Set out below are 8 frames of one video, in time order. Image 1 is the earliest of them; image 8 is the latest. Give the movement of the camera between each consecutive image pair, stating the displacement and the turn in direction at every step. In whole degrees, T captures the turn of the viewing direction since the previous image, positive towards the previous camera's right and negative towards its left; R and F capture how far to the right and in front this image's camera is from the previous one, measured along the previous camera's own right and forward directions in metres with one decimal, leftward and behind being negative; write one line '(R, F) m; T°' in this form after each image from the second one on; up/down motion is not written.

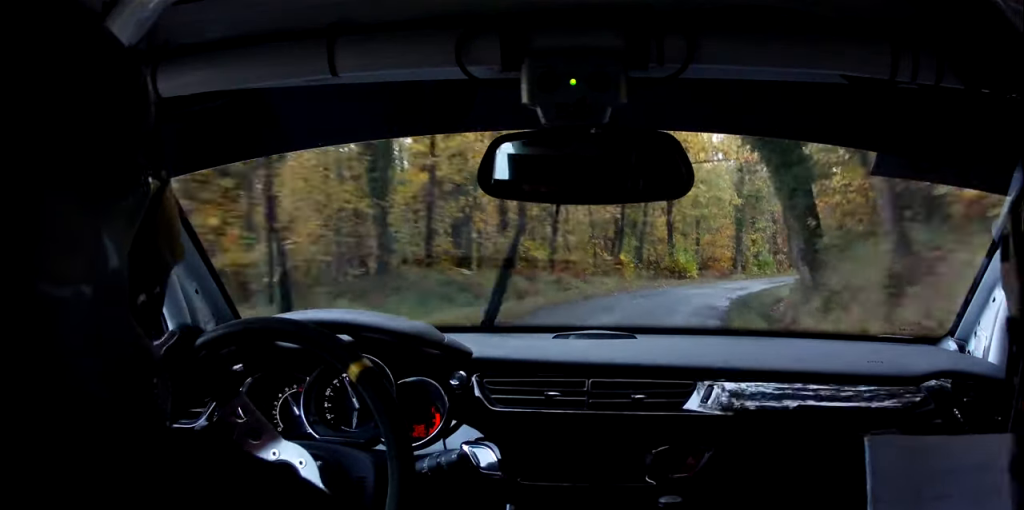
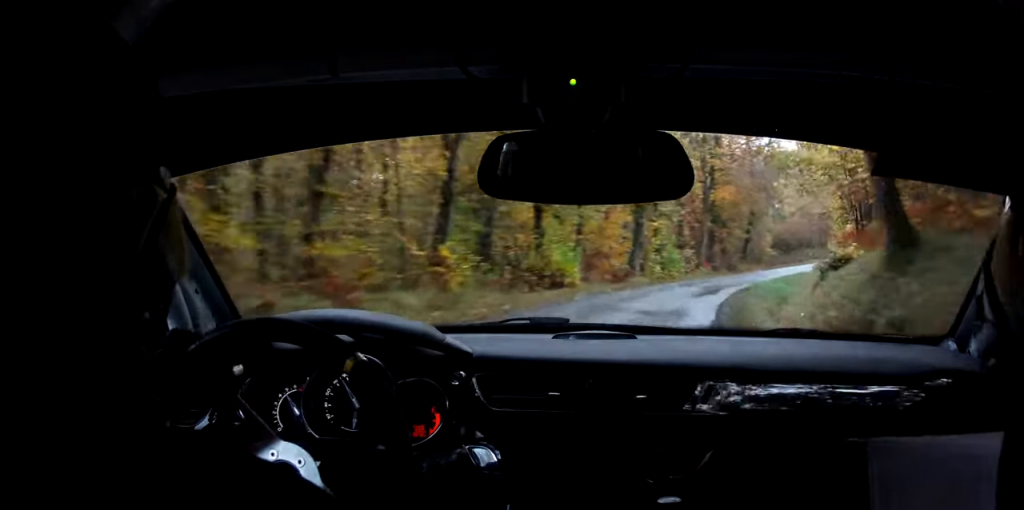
(+0.5, +17.1) m; +2°
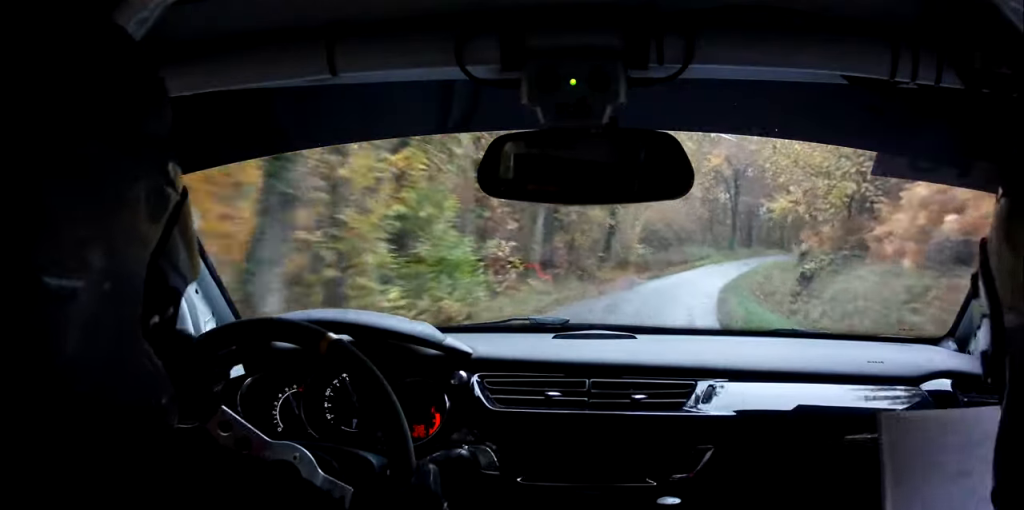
(+1.1, +27.7) m; +4°
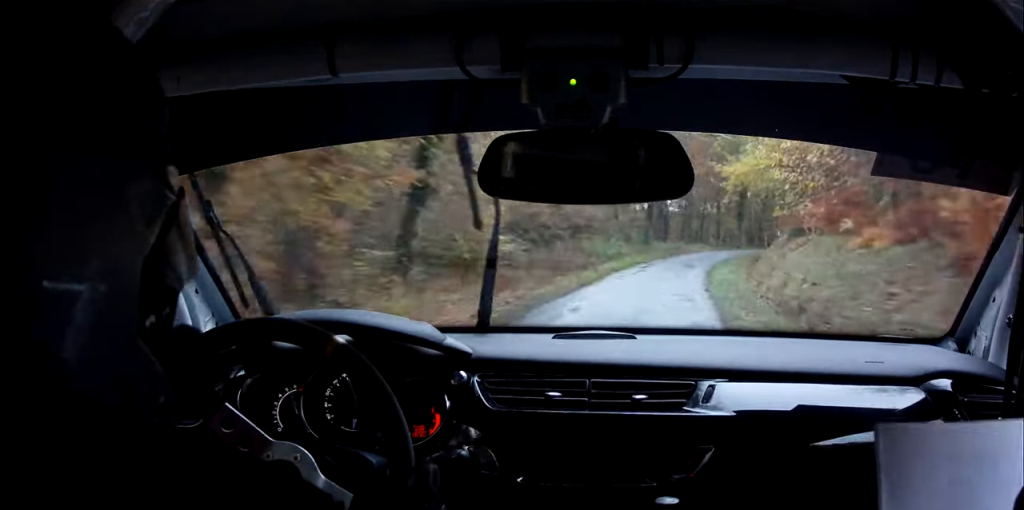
(+0.6, +21.9) m; +2°
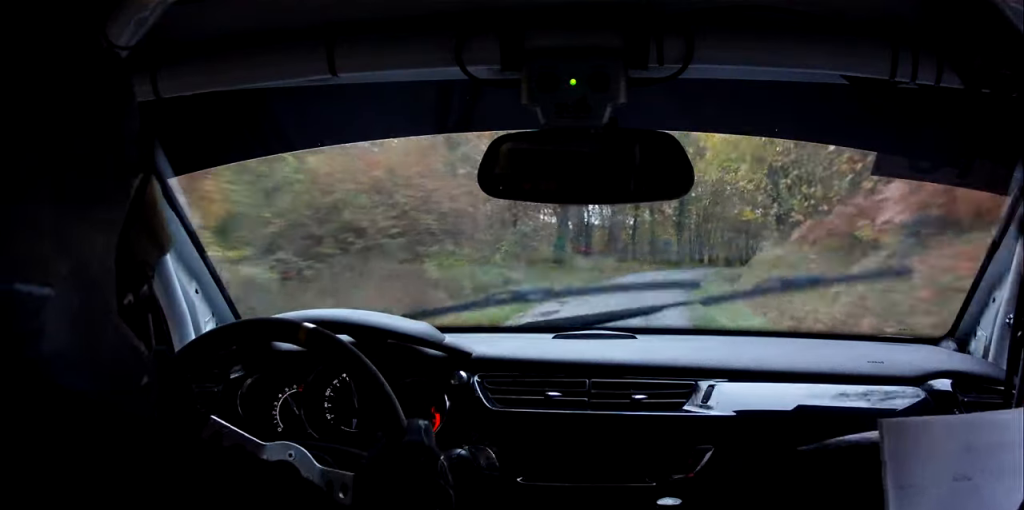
(+0.3, +16.4) m; +2°
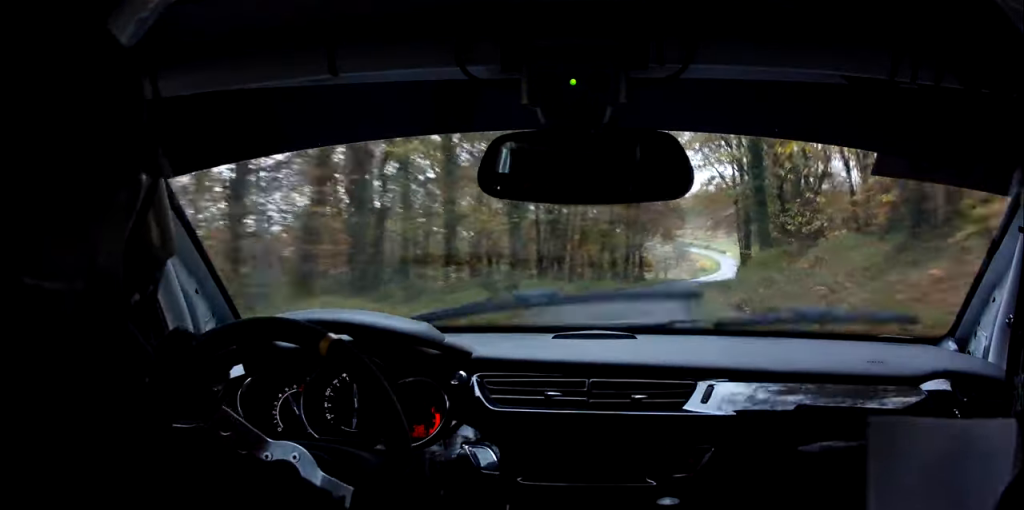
(+1.7, +37.0) m; +6°
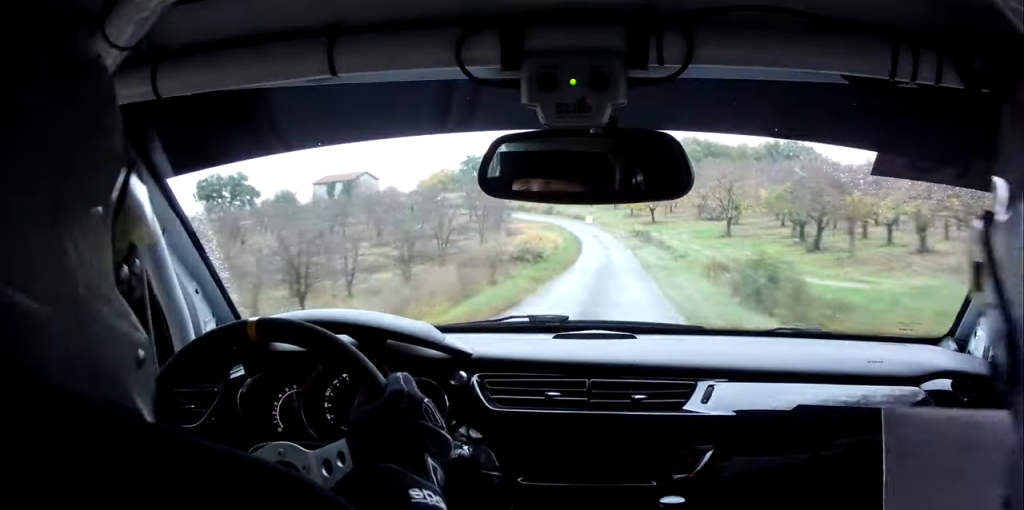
(+6.3, +73.7) m; +14°
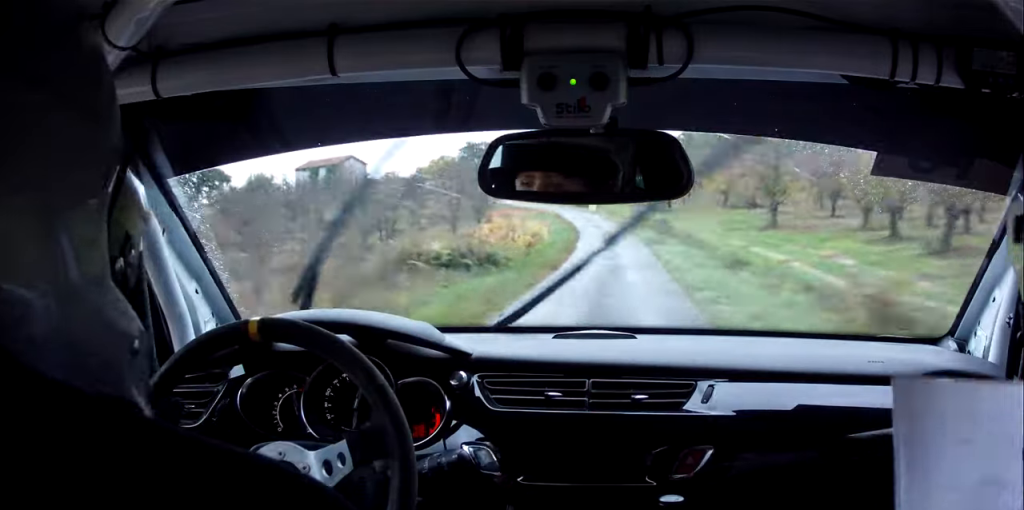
(+1.3, +13.6) m; +7°
